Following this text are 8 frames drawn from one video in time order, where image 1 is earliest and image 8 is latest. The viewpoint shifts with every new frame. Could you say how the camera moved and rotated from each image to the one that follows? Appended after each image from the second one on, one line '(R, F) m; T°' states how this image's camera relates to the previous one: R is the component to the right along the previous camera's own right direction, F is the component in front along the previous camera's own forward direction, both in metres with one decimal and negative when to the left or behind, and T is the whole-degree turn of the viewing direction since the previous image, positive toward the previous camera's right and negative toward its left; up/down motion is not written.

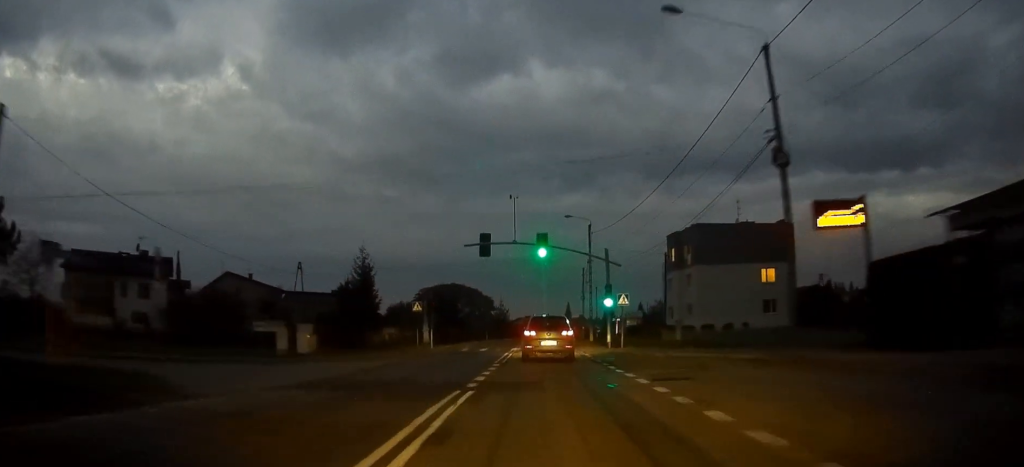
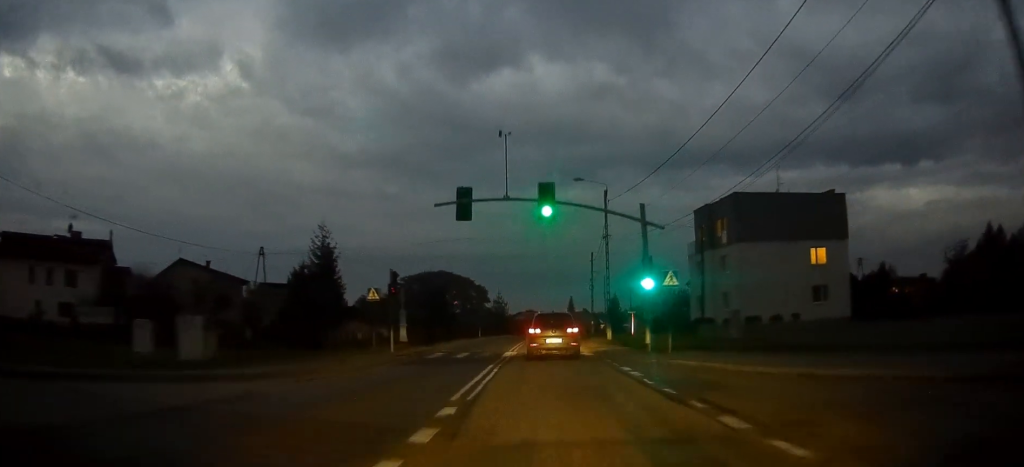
(+0.1, +12.4) m; 0°
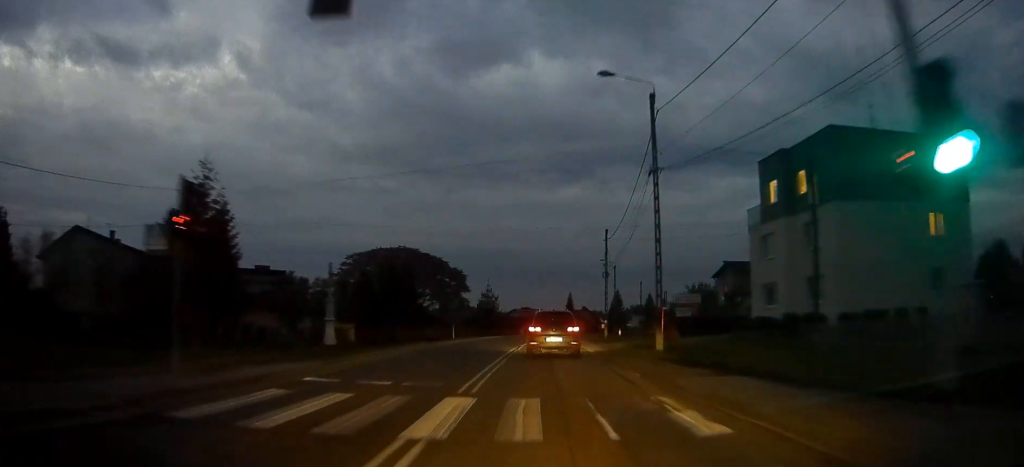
(-0.1, +18.9) m; 0°
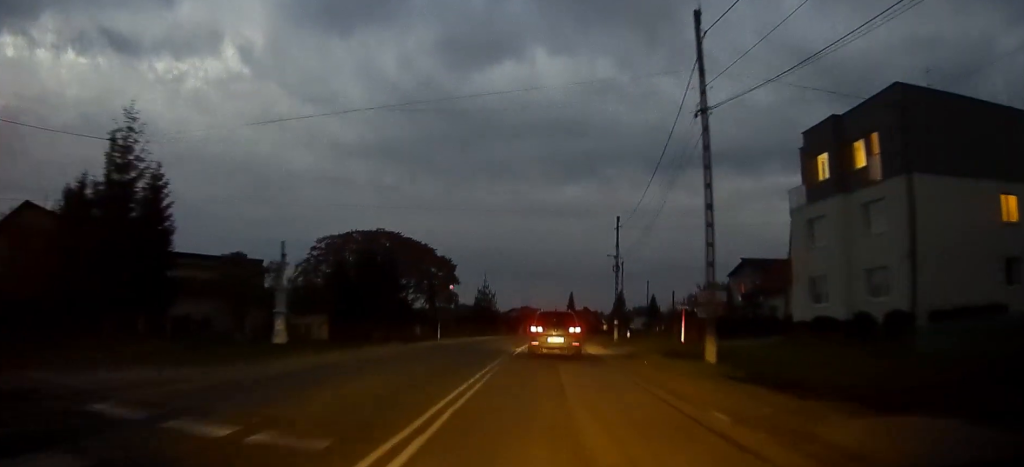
(0.0, +7.4) m; 0°
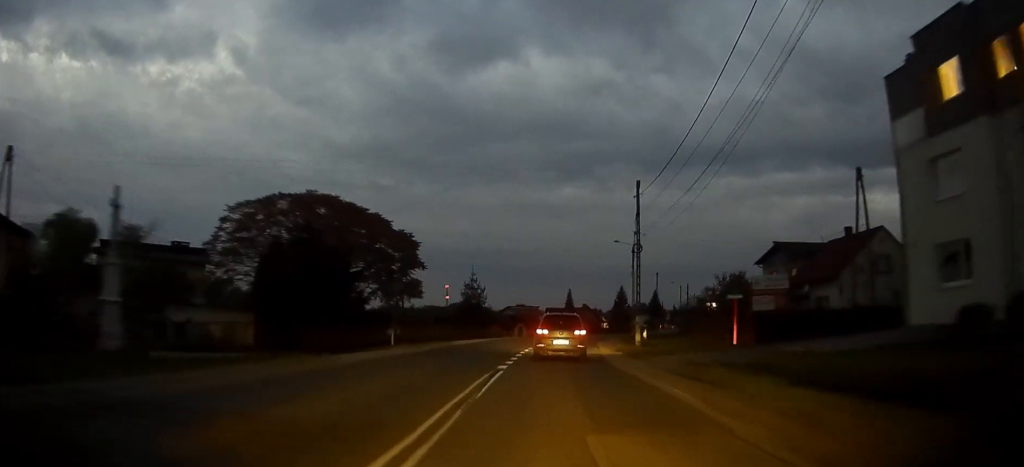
(0.0, +13.0) m; +1°
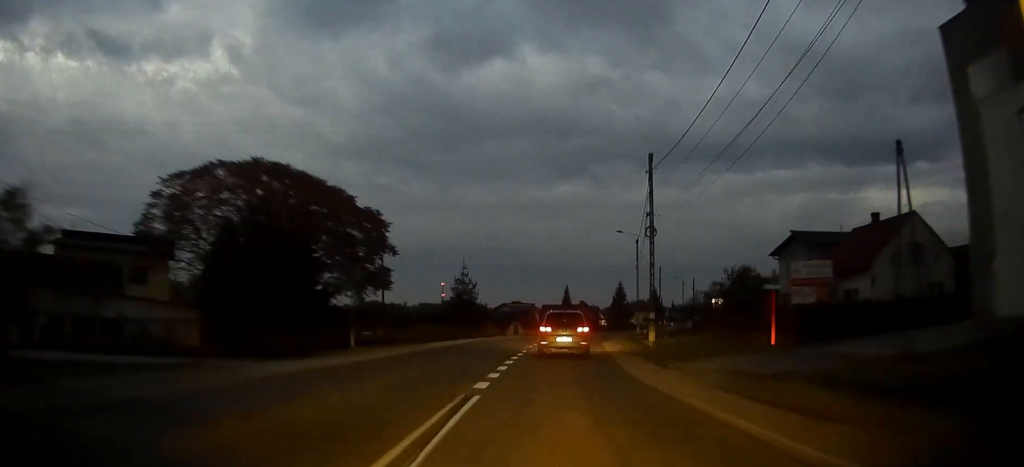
(0.0, +6.1) m; +1°
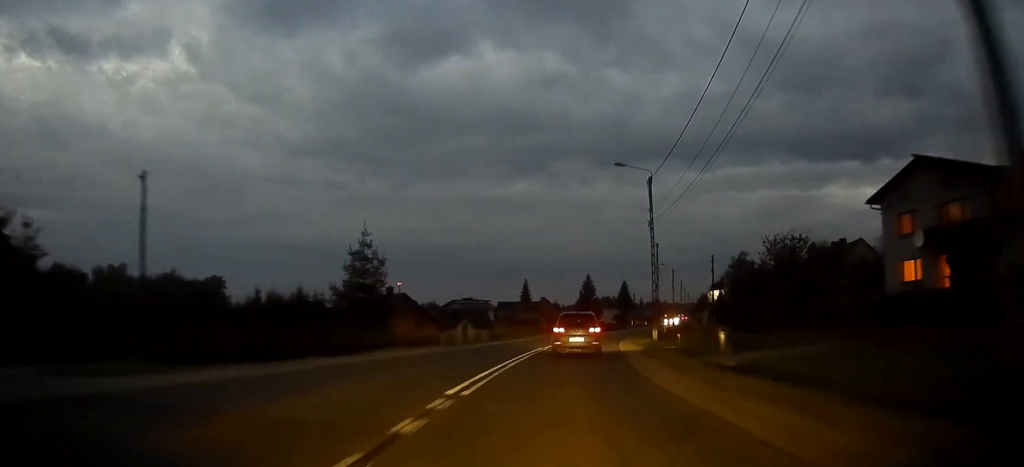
(+1.4, +28.5) m; +4°
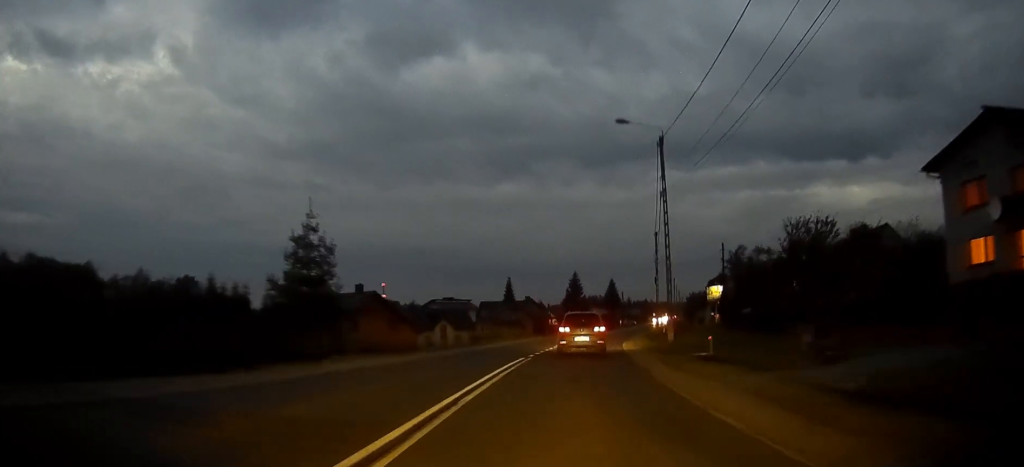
(0.0, +8.7) m; 0°
